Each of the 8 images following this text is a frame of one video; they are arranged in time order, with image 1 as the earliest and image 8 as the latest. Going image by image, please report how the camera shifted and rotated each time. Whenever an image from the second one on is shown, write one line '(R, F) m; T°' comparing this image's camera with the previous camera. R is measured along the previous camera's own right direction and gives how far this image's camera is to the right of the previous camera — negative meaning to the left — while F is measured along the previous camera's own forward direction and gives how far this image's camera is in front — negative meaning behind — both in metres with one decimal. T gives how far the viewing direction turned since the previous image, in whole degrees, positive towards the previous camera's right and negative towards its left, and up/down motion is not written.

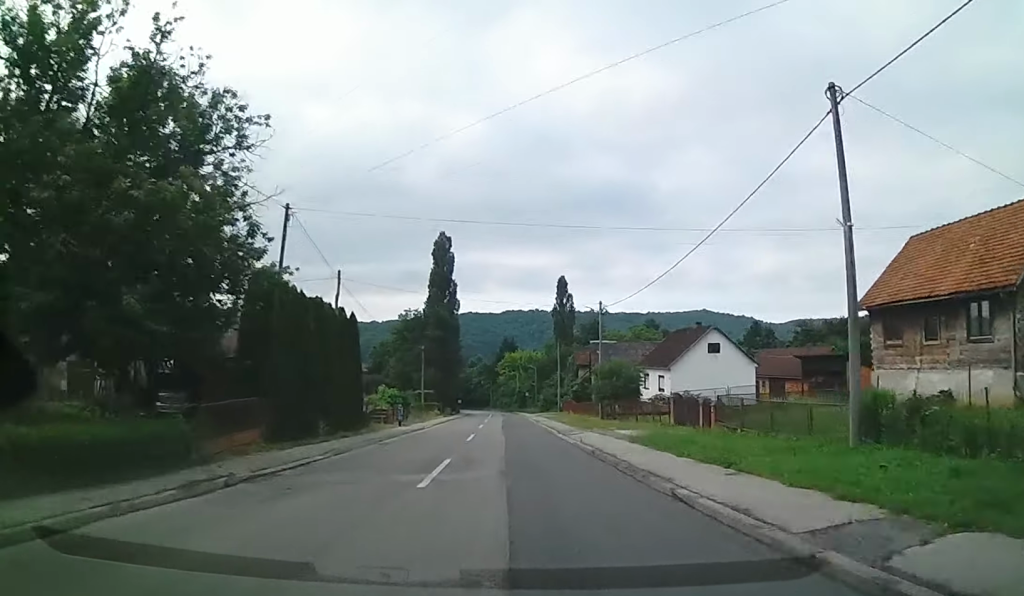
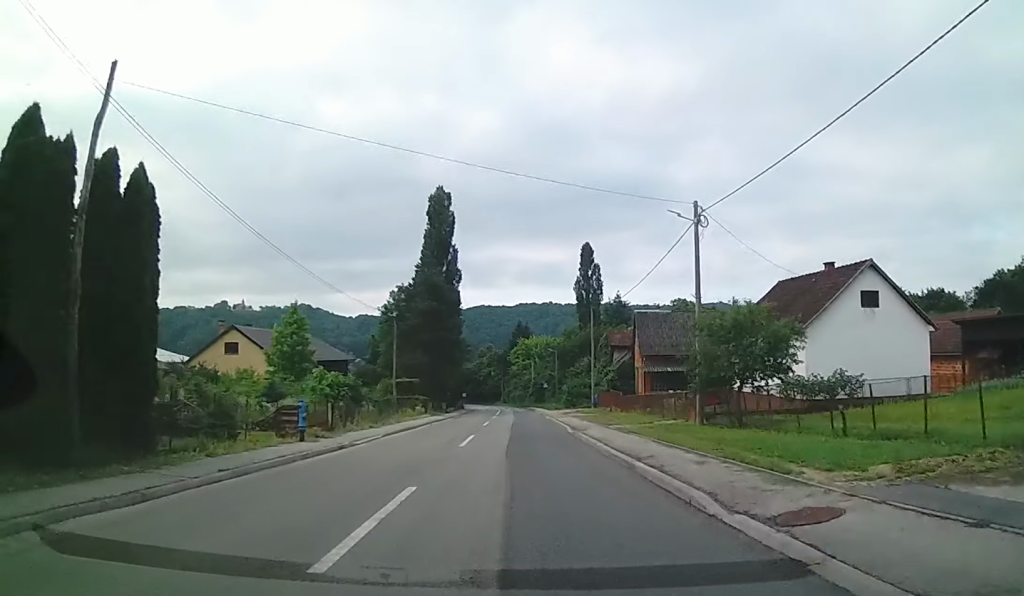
(+0.1, +21.2) m; 0°
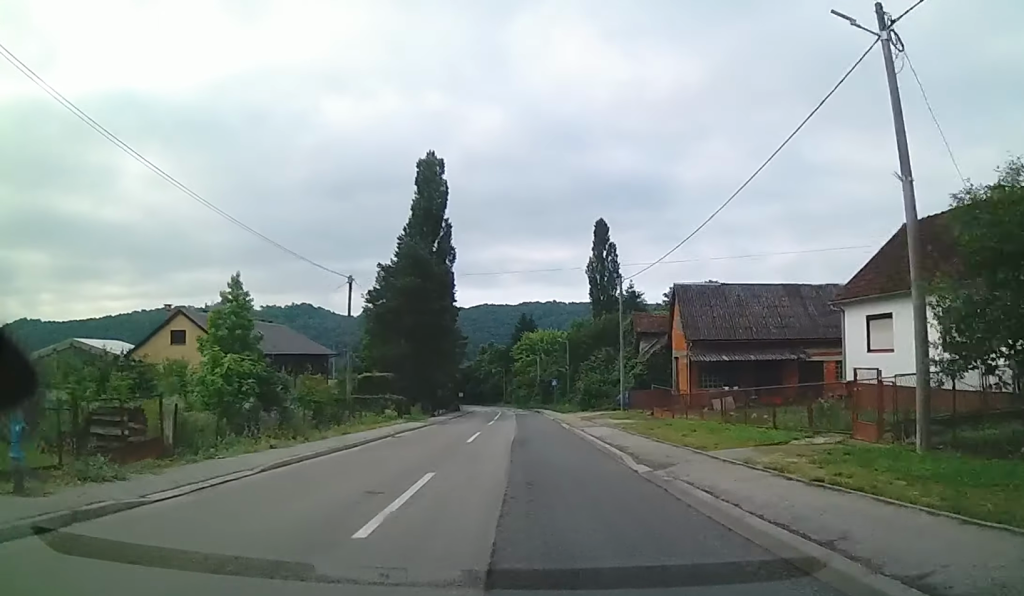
(0.0, +12.9) m; -1°
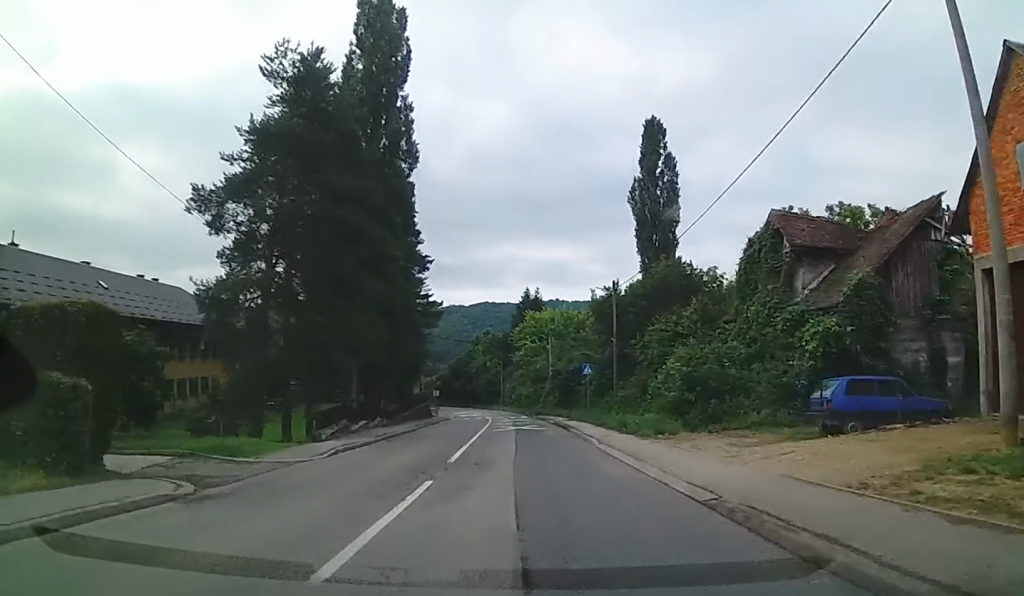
(-0.8, +31.5) m; -2°
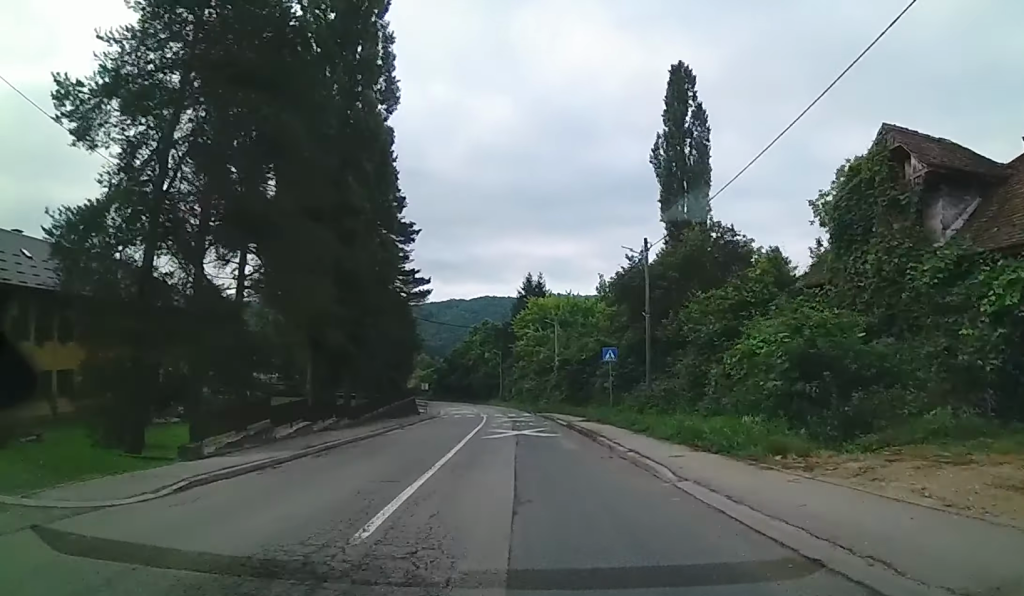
(+0.1, +8.9) m; 0°
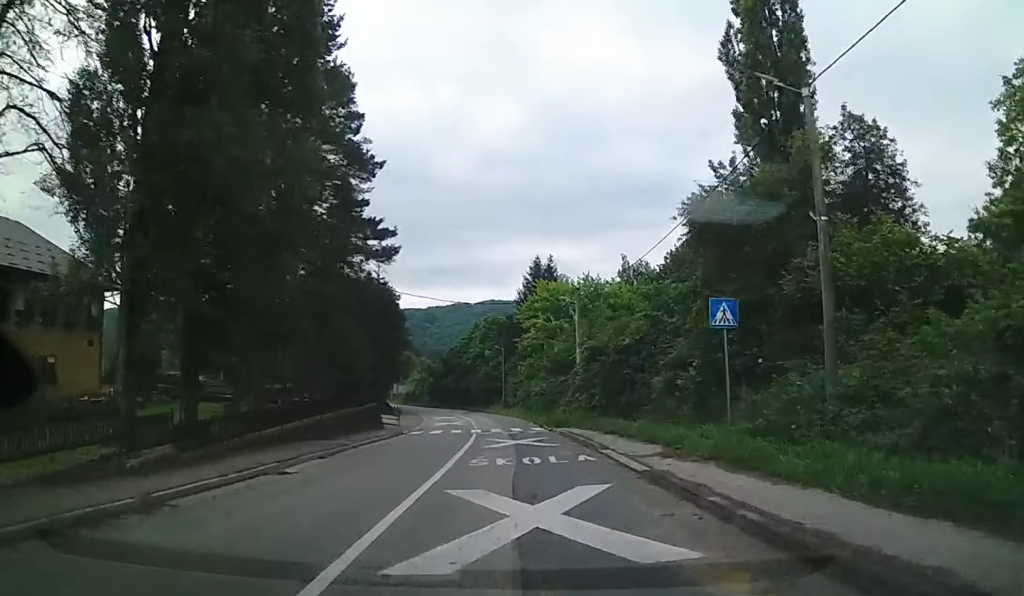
(-0.1, +15.8) m; 0°
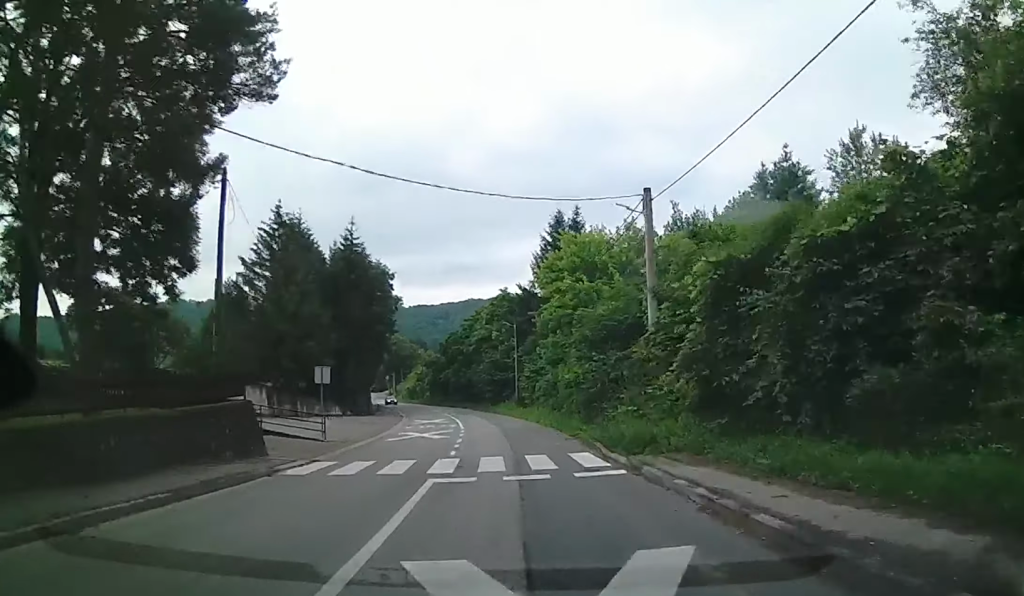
(+0.1, +19.8) m; -2°
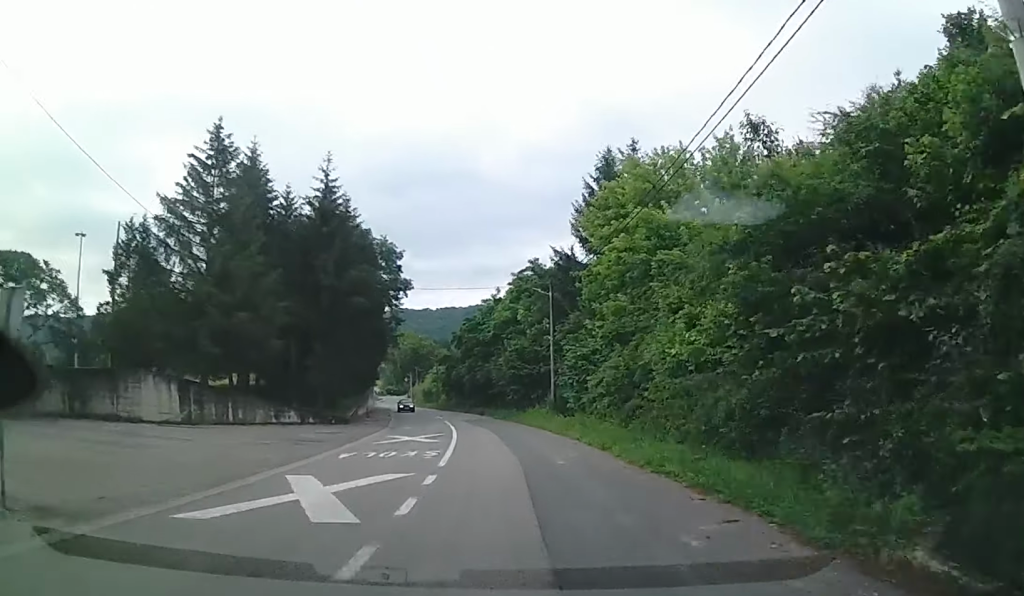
(-0.7, +17.2) m; -4°
